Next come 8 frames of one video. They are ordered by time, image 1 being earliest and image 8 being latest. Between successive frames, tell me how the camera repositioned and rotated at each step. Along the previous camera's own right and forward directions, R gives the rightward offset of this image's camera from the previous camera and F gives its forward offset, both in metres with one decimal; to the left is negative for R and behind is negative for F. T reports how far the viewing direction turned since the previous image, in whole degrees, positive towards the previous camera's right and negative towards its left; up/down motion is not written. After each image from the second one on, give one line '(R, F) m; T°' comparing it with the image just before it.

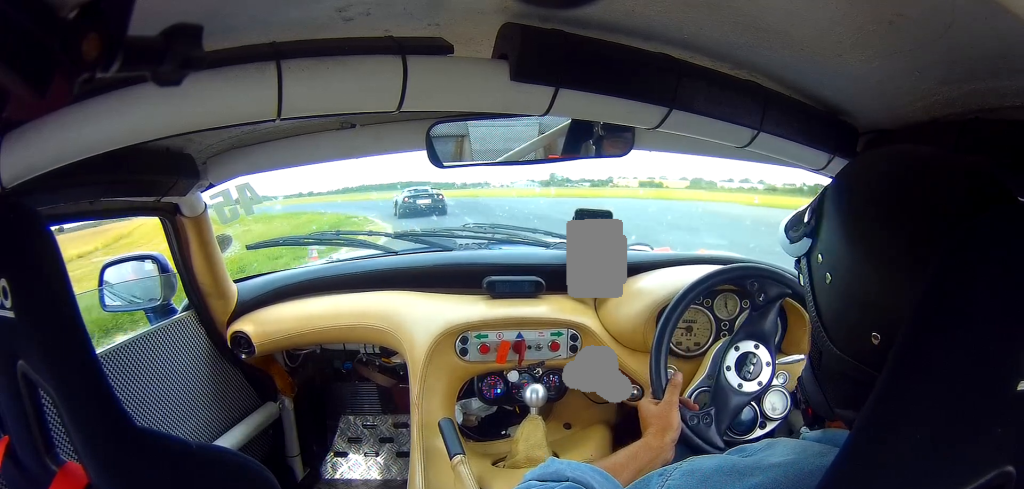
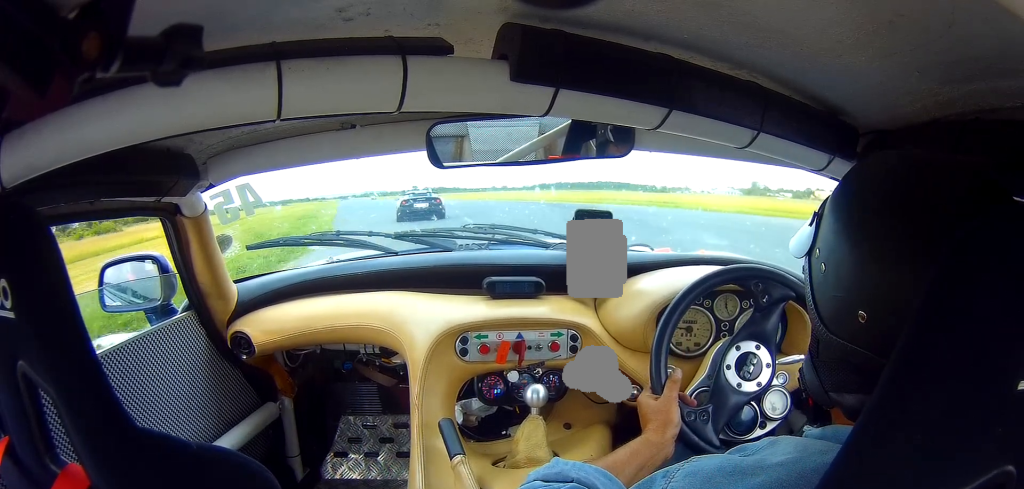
(-3.2, +21.8) m; -16°
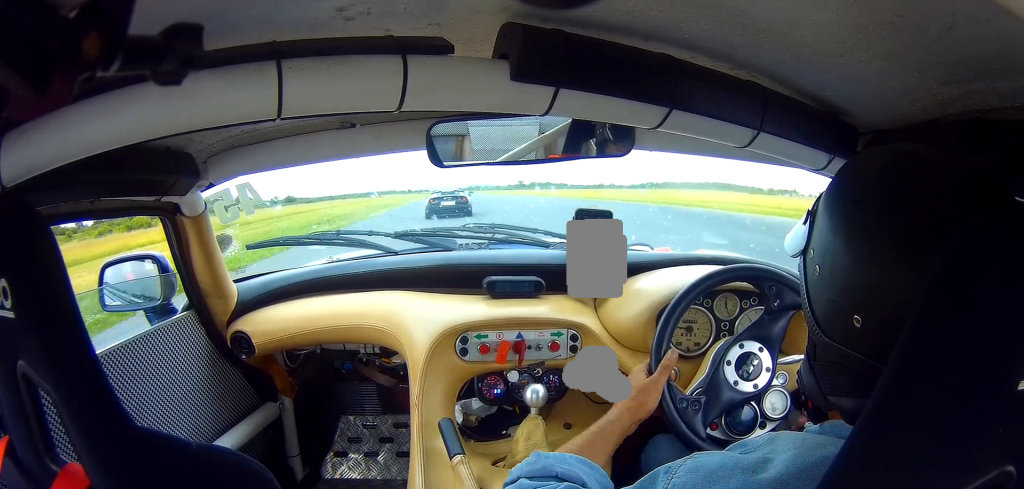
(-1.2, +11.9) m; -7°
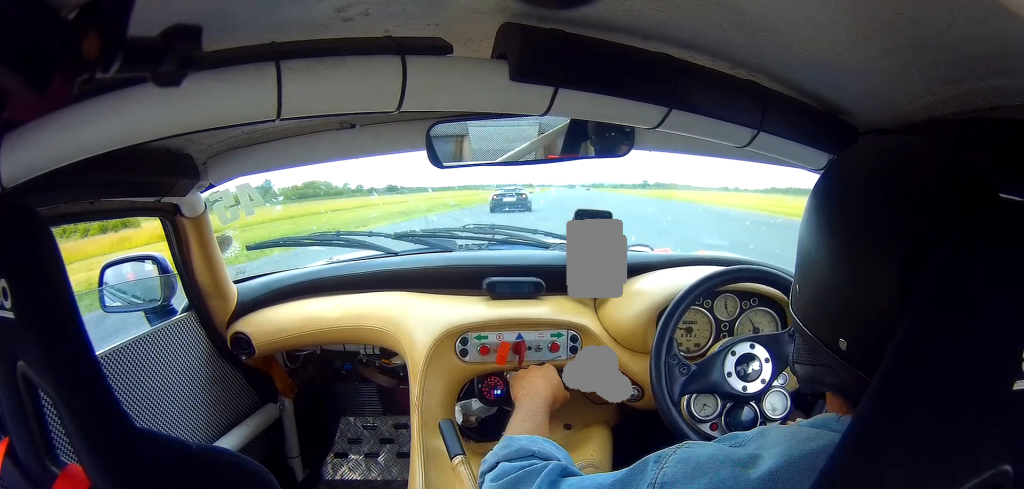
(-2.4, +22.5) m; -11°
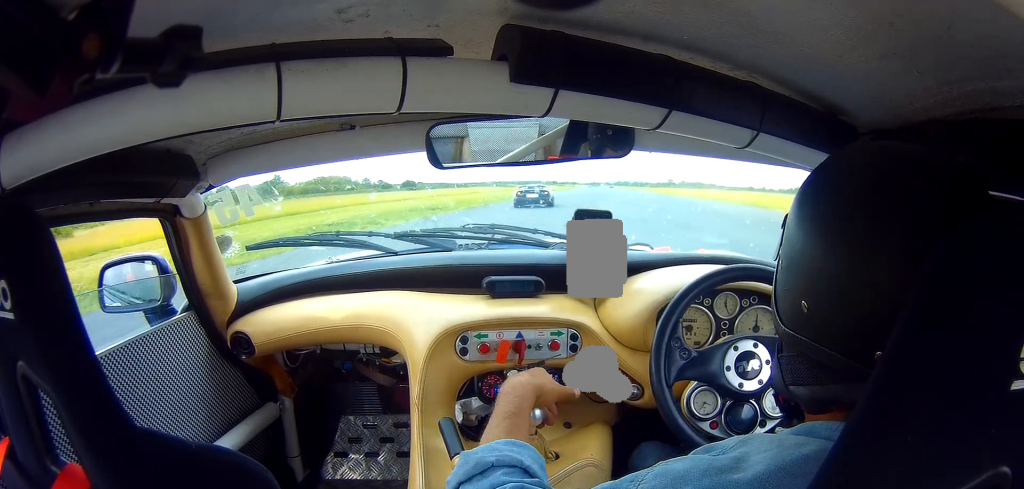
(-0.7, +13.1) m; -3°
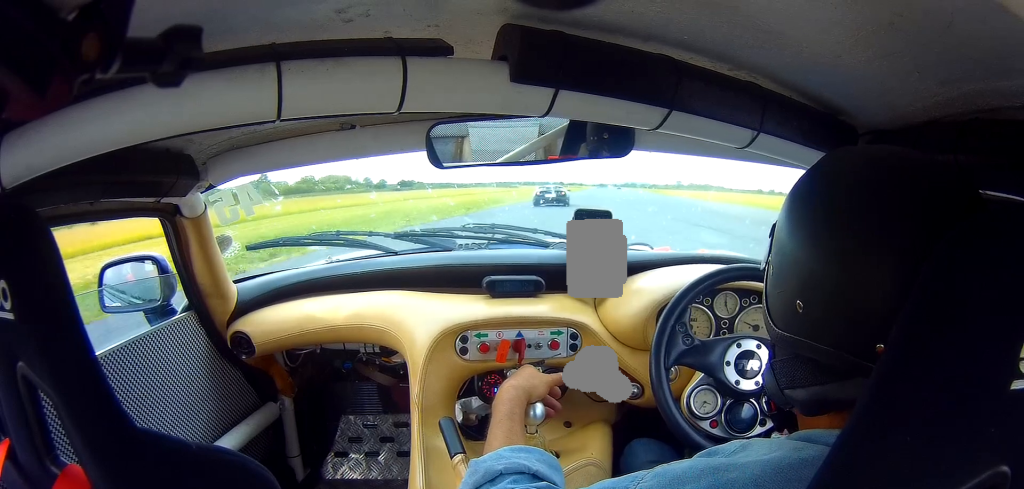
(-0.6, +18.5) m; -2°
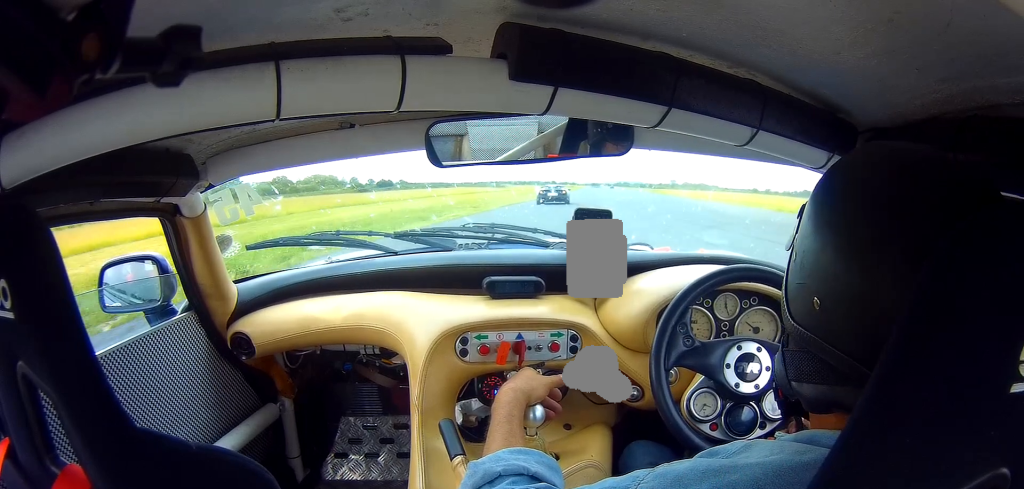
(-0.1, +17.9) m; +1°
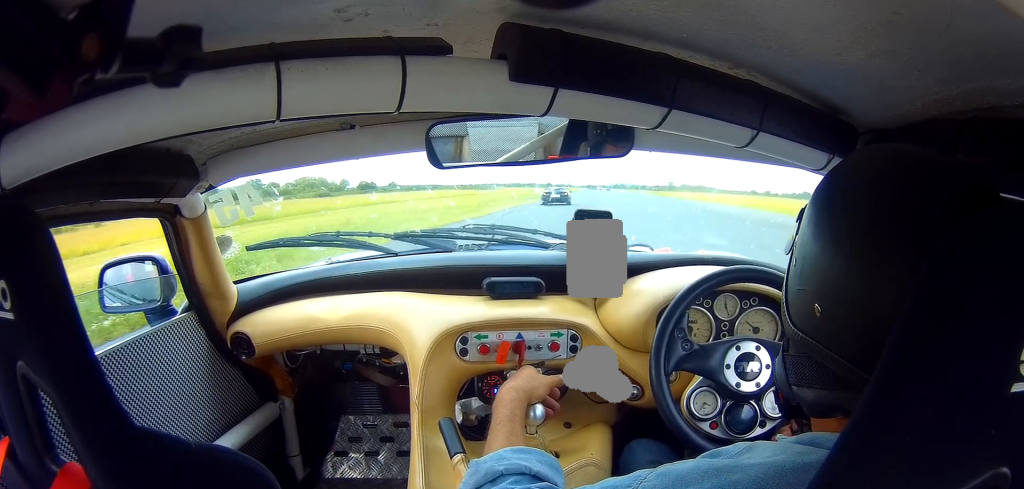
(+0.2, +17.1) m; +2°
